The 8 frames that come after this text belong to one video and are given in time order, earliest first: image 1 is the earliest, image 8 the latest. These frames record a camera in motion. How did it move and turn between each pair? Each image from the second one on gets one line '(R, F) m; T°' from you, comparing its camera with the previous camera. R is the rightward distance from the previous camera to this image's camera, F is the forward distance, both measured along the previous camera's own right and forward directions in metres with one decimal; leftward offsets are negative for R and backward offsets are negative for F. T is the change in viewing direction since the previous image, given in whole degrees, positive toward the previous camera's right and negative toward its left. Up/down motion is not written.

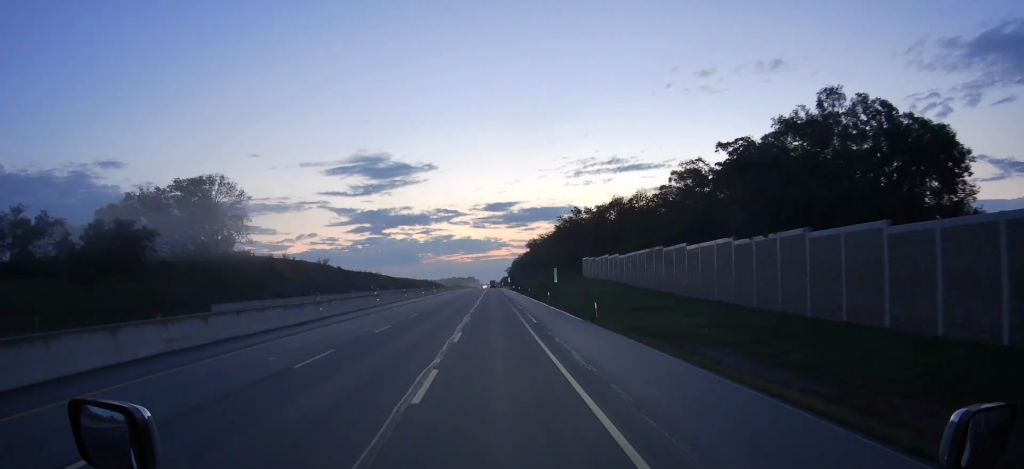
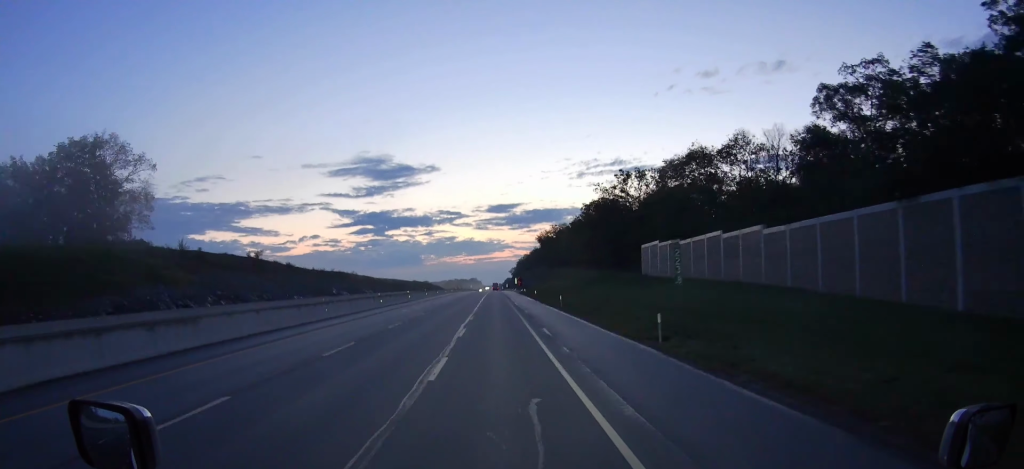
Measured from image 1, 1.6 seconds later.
(+0.2, +44.7) m; 0°
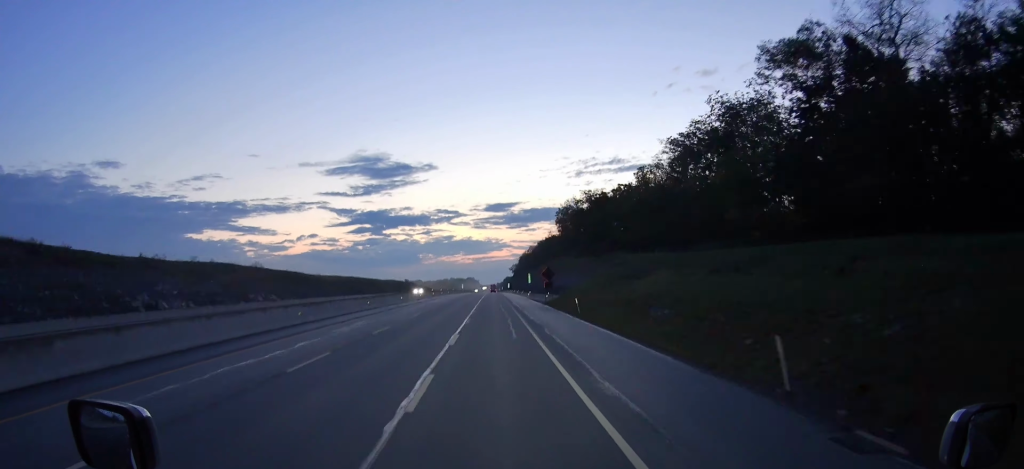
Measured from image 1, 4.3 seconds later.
(+0.2, +75.6) m; 0°
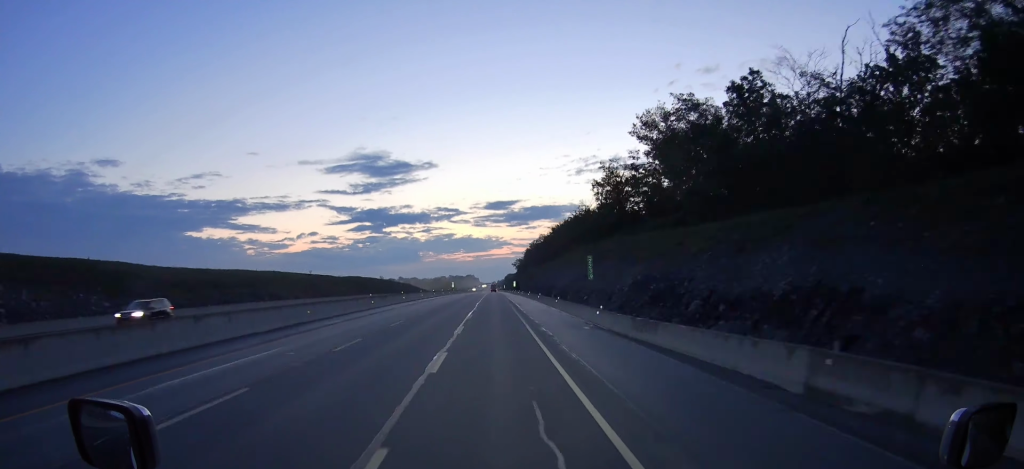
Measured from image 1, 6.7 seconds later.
(0.0, +67.3) m; 0°
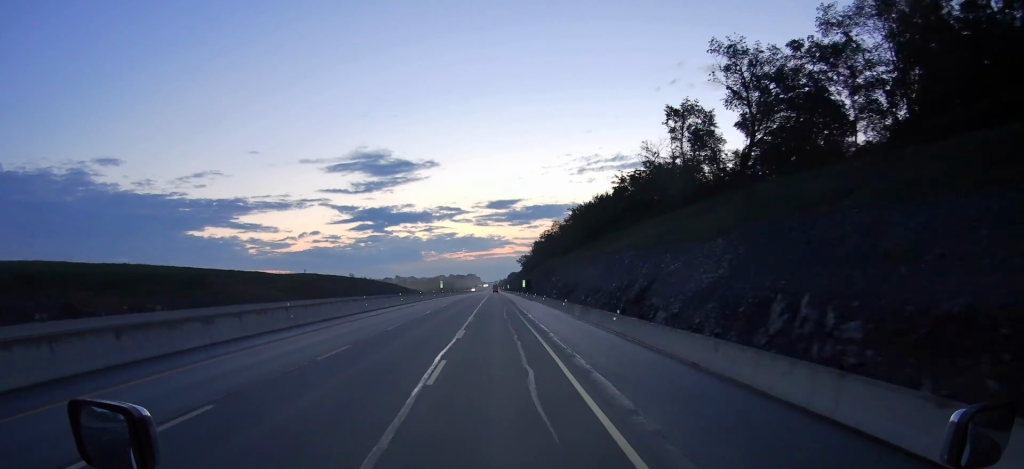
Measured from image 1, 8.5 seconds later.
(+0.3, +50.5) m; 0°
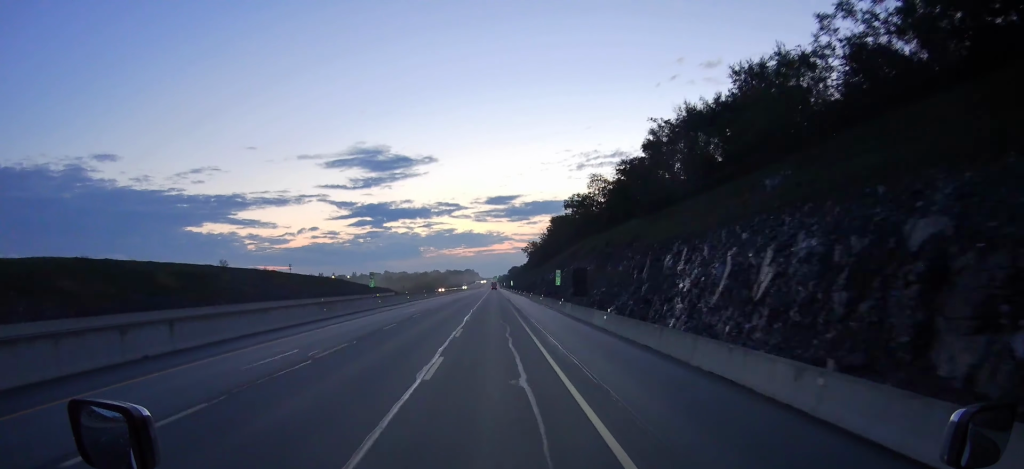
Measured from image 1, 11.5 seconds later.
(-0.6, +84.4) m; -1°
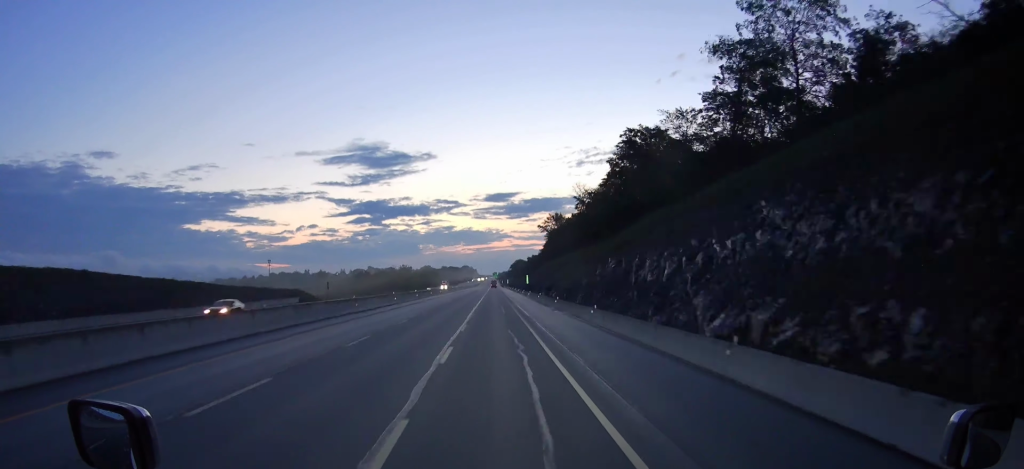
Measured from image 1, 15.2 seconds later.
(-0.5, +104.3) m; 0°
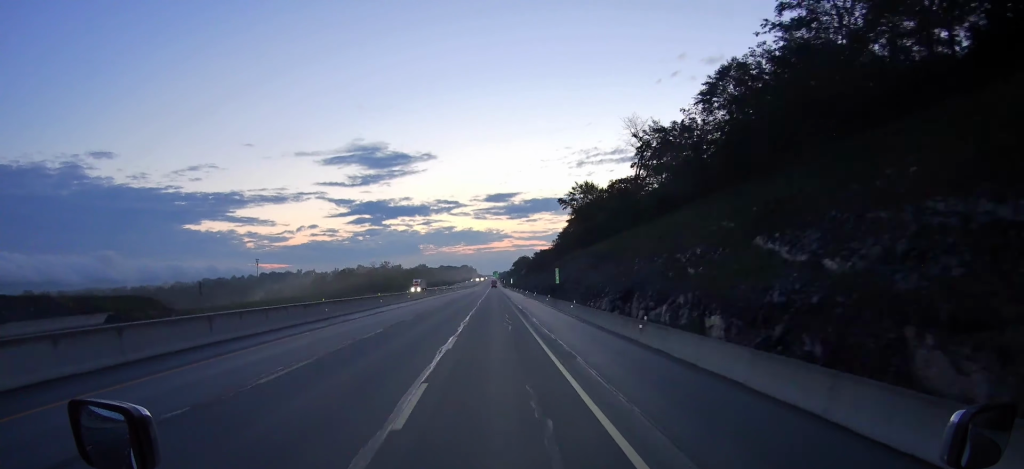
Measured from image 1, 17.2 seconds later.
(+0.1, +56.5) m; 0°
